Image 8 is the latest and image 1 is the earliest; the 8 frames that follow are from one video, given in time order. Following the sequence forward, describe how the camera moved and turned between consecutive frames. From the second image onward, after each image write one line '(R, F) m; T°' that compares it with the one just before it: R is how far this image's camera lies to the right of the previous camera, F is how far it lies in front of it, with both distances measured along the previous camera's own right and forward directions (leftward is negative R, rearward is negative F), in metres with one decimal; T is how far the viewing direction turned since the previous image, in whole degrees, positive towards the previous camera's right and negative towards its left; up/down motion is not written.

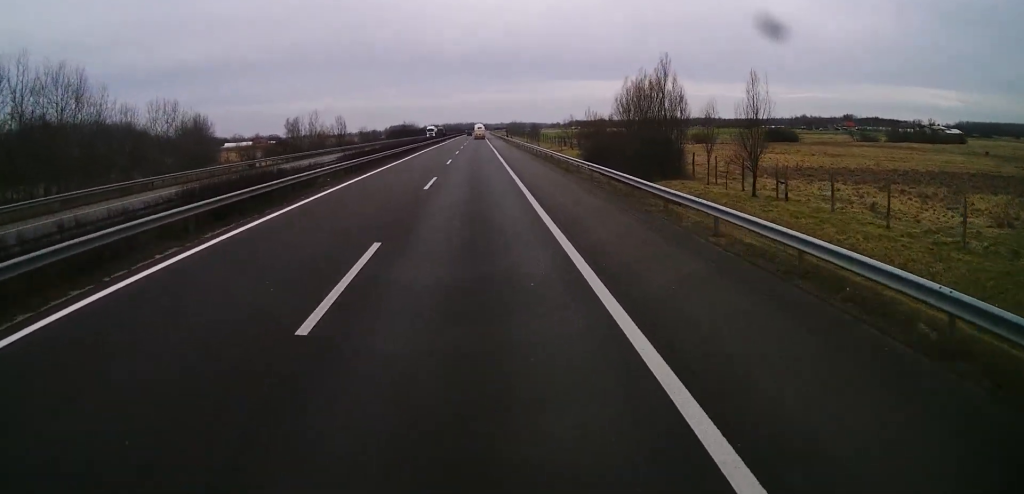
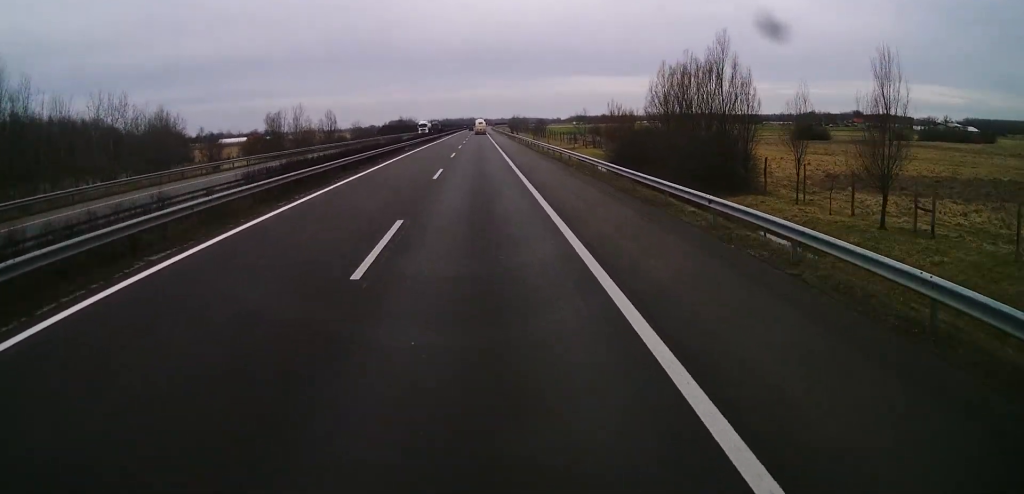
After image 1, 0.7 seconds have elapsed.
(+0.1, +15.4) m; 0°
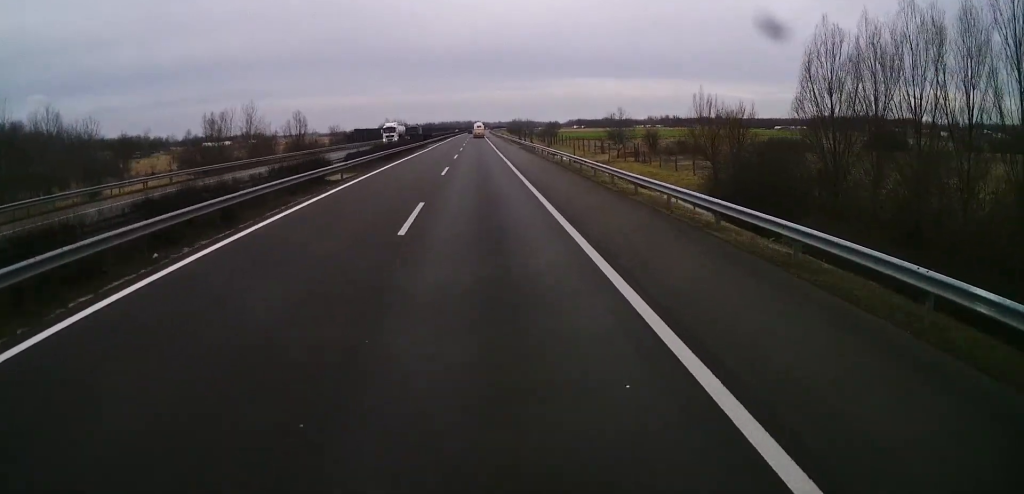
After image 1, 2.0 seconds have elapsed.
(-0.4, +31.6) m; -1°
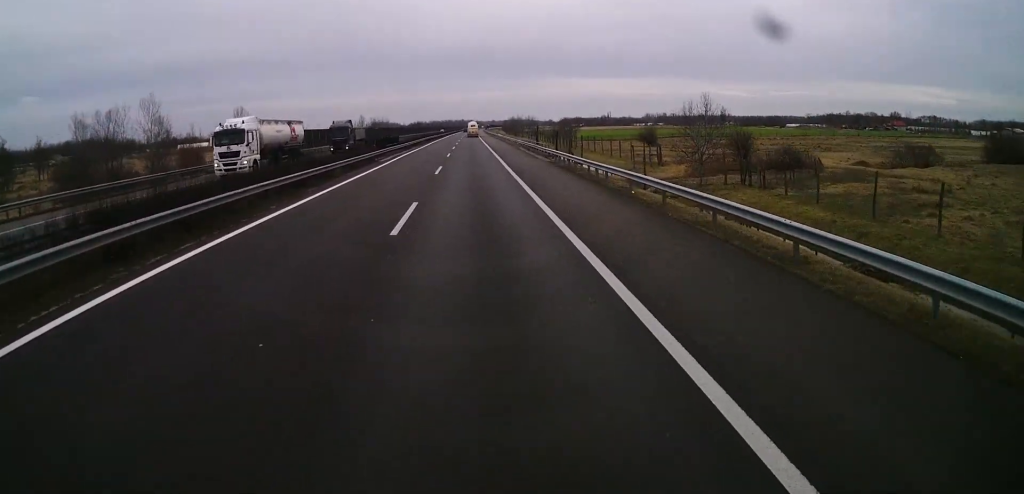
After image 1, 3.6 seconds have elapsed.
(+0.6, +36.2) m; +1°
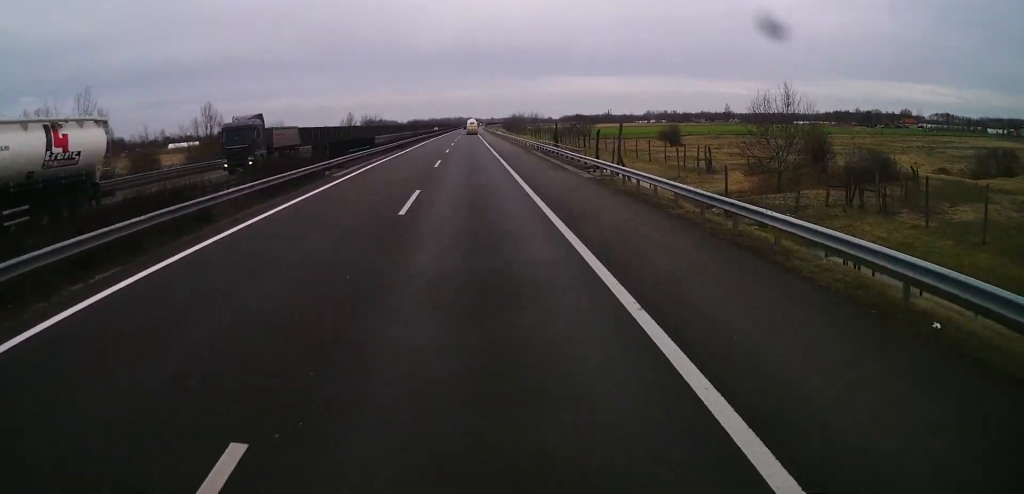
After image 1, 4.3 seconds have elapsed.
(+0.1, +15.4) m; 0°
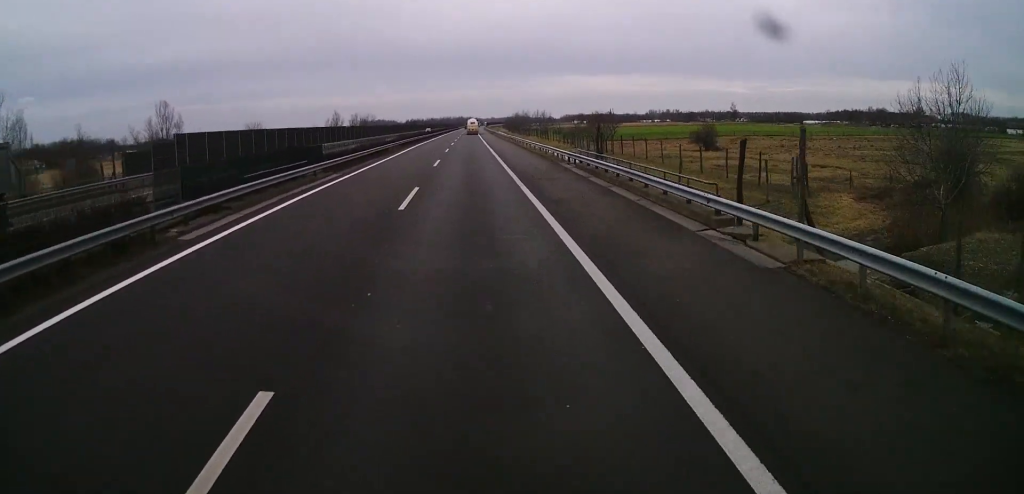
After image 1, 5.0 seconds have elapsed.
(-0.2, +16.9) m; 0°
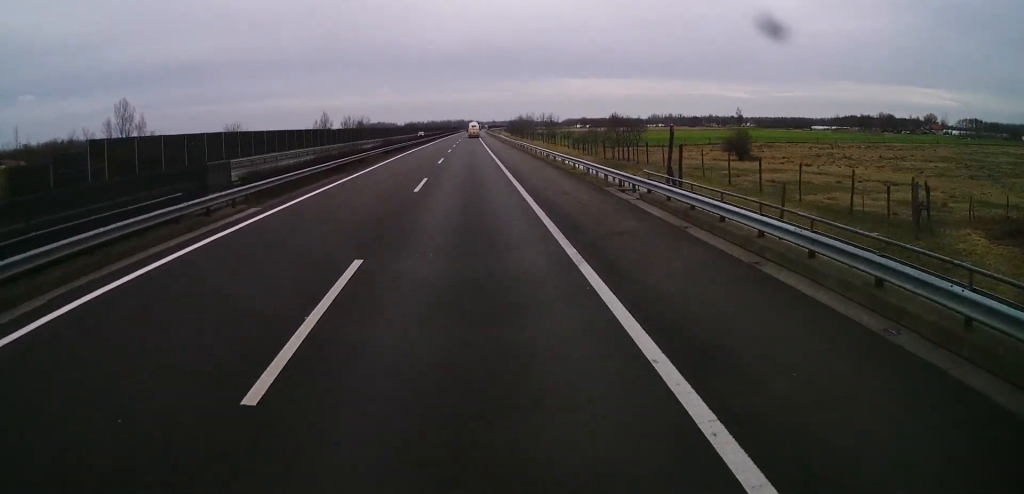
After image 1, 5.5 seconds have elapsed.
(0.0, +12.3) m; 0°
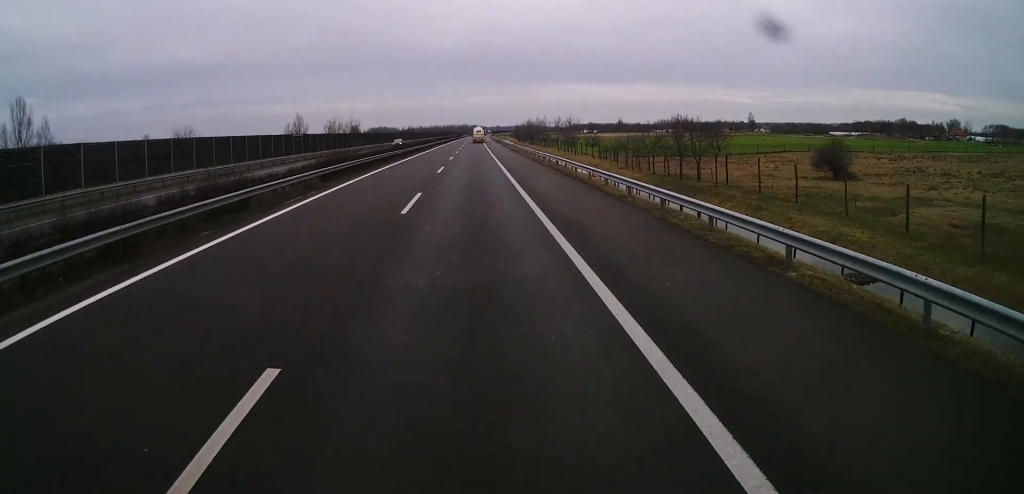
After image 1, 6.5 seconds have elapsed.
(+0.1, +23.1) m; 0°
